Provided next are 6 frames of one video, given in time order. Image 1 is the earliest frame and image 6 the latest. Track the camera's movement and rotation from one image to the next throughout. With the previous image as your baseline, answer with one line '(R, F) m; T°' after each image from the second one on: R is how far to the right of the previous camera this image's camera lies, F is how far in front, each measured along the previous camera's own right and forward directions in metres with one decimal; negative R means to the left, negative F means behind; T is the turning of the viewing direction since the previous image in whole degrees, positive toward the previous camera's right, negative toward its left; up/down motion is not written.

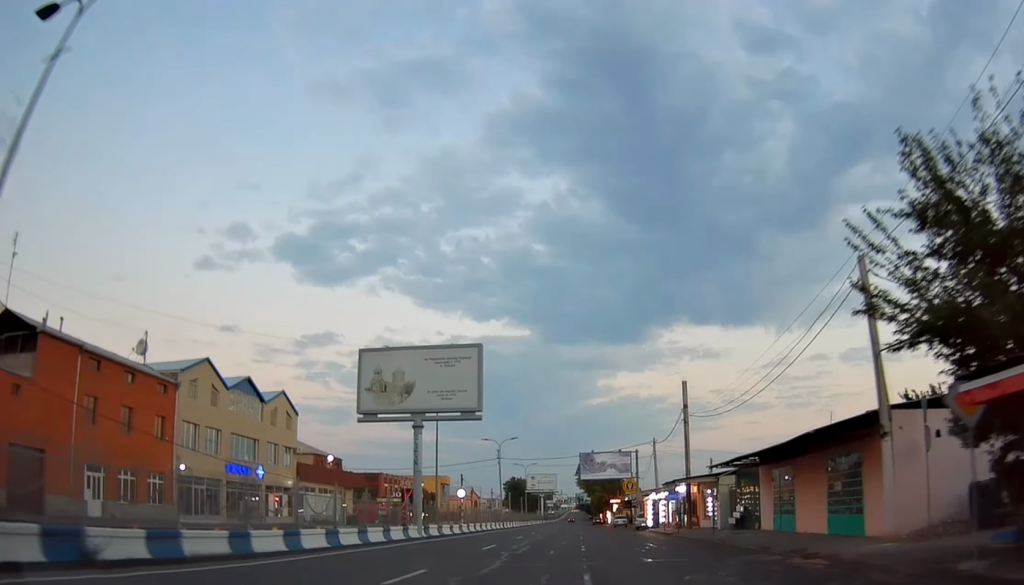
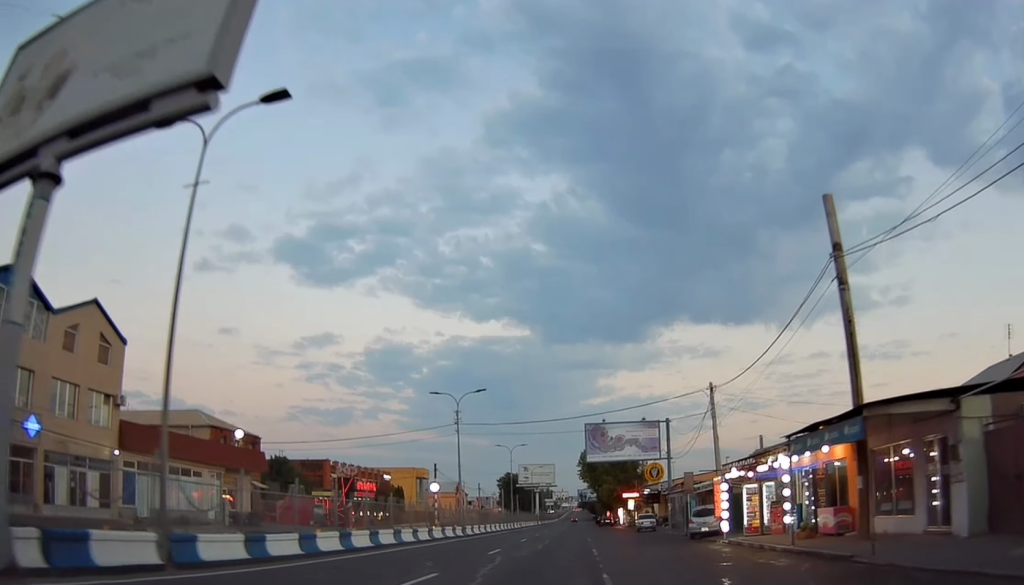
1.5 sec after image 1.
(-0.2, +26.3) m; +1°
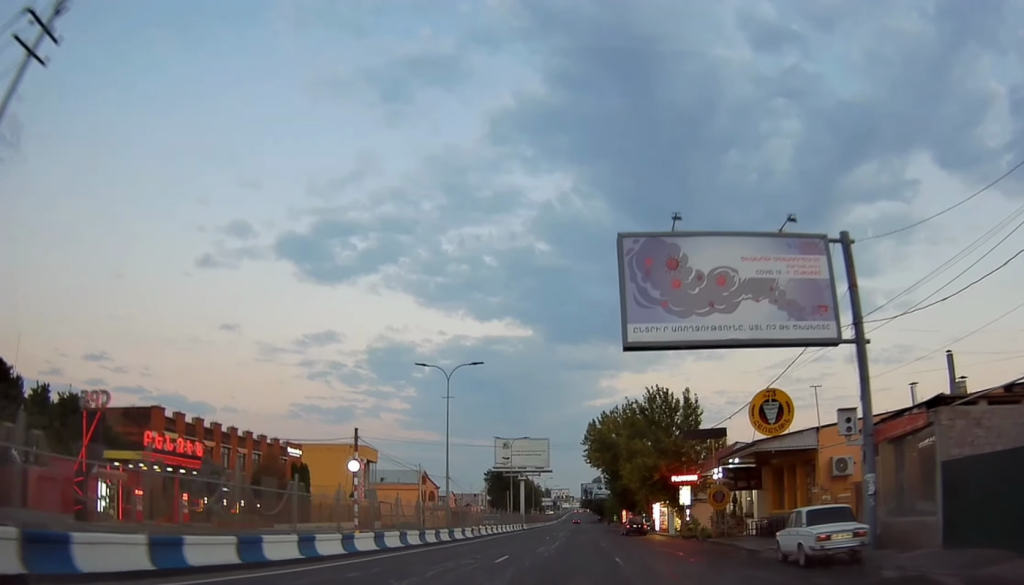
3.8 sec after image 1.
(+0.1, +39.1) m; +1°
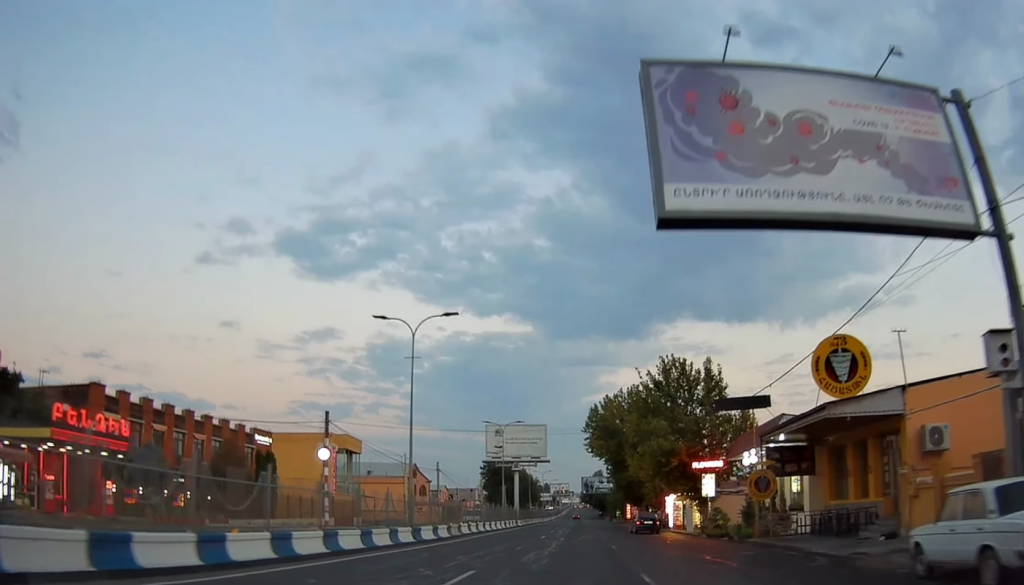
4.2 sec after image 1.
(+0.1, +7.9) m; +1°
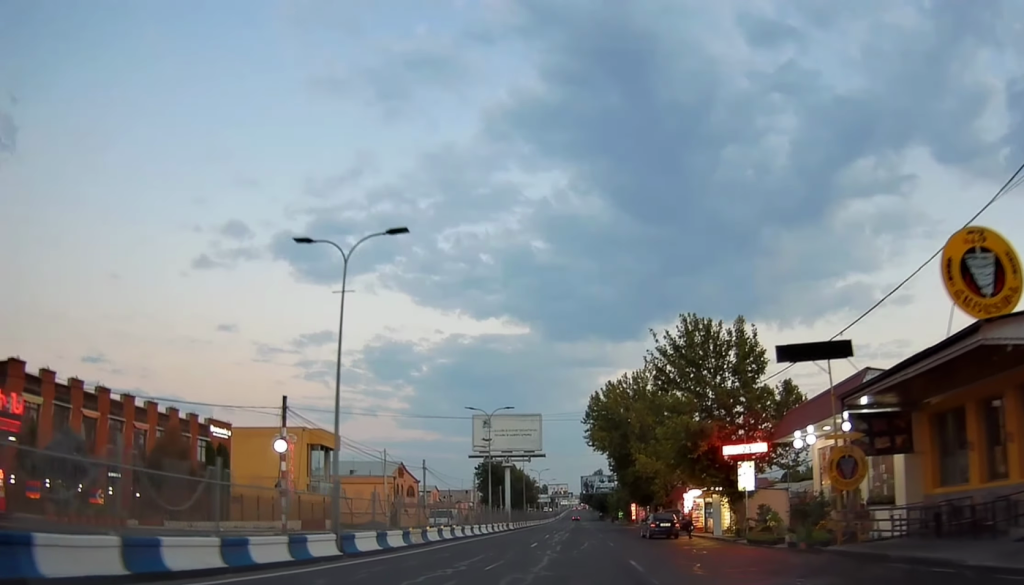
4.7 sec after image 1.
(0.0, +8.5) m; +1°
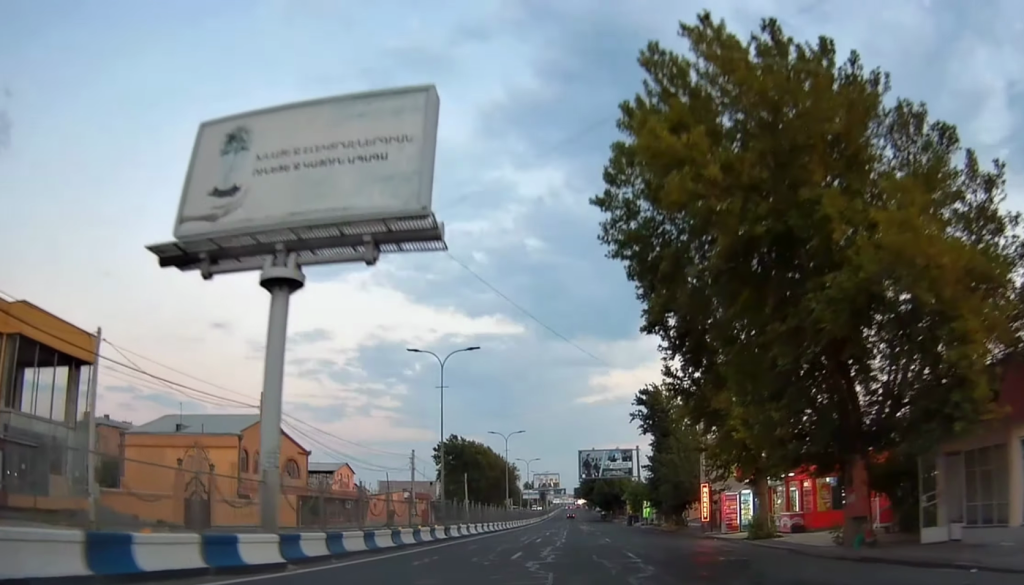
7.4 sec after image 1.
(-0.2, +47.5) m; -2°
